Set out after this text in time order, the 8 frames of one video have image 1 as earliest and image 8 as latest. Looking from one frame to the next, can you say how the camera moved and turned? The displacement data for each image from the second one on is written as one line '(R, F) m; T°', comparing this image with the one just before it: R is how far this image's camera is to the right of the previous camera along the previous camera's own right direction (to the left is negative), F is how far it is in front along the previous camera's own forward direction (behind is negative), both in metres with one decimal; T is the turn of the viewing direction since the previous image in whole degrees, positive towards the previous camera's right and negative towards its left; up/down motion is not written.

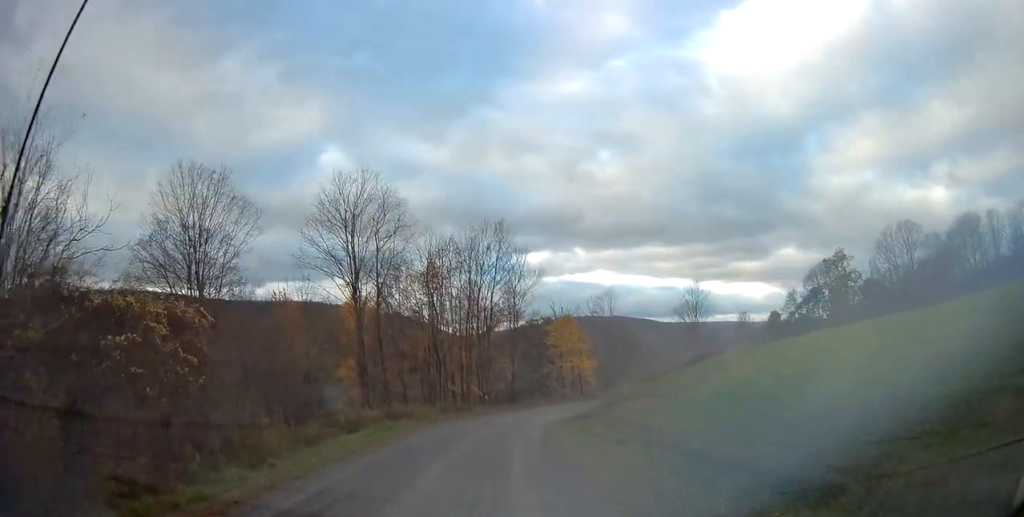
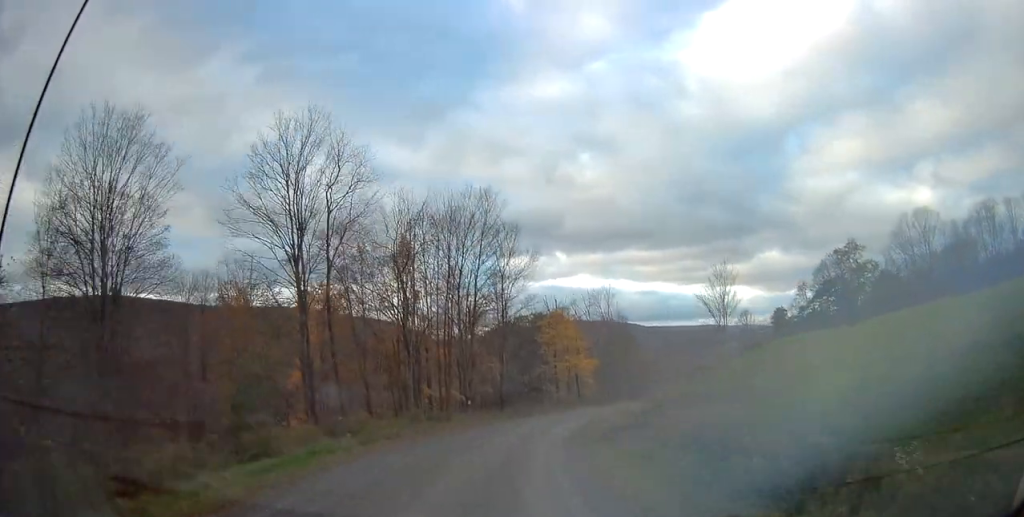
(+0.7, +11.4) m; -4°
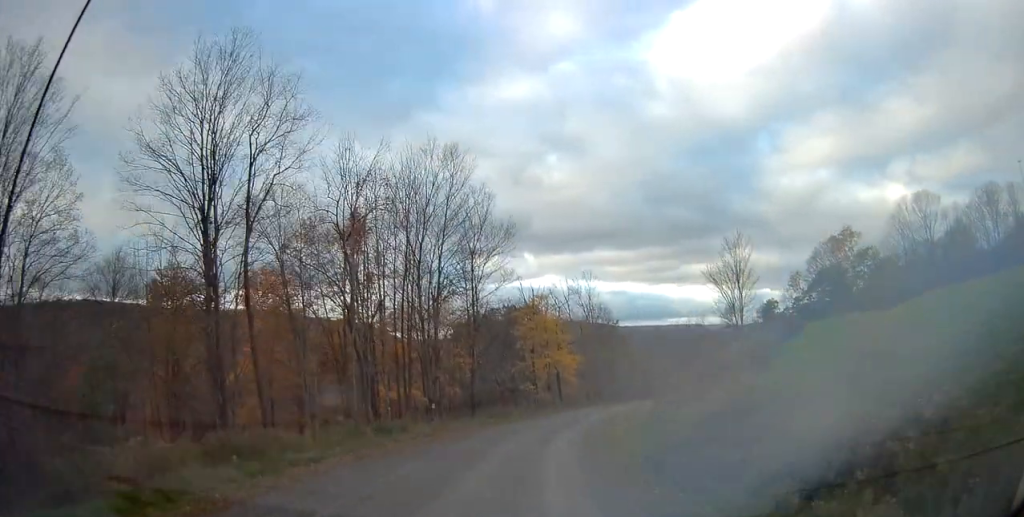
(-1.3, +9.0) m; 0°
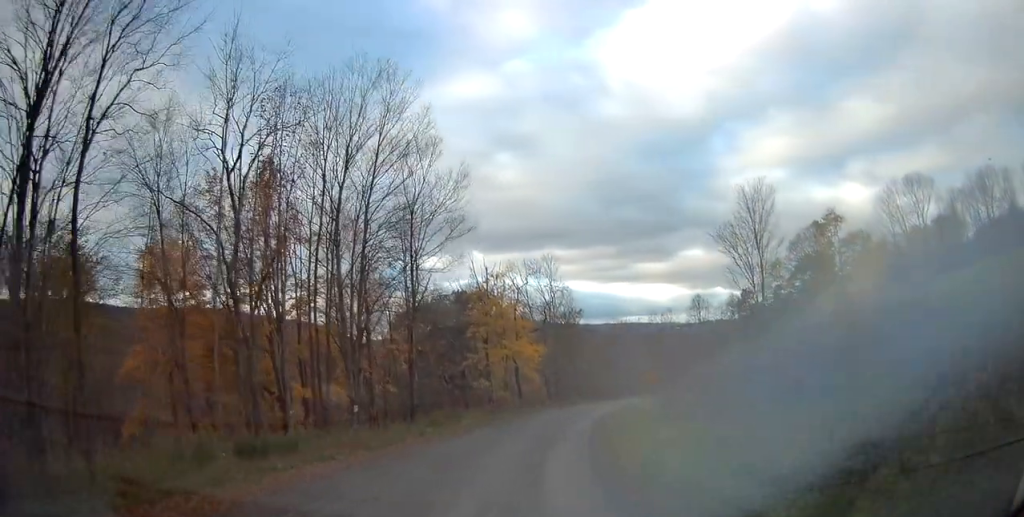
(+1.1, +10.6) m; +9°
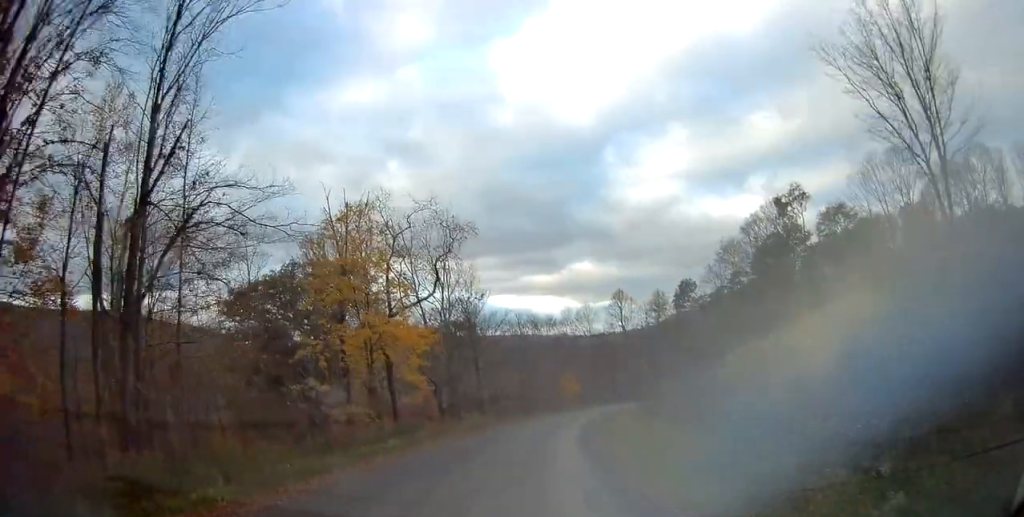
(+4.8, +21.9) m; +18°
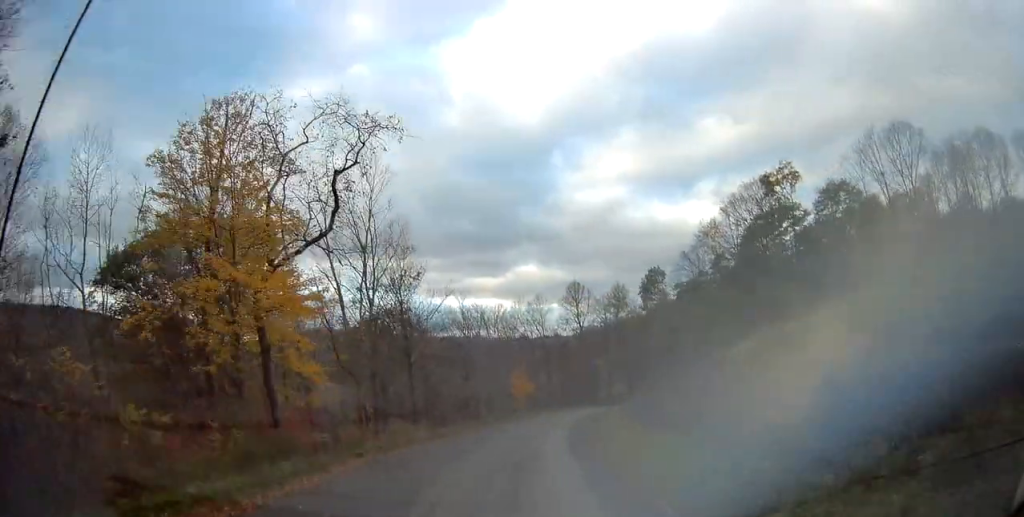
(-0.8, +13.3) m; +1°
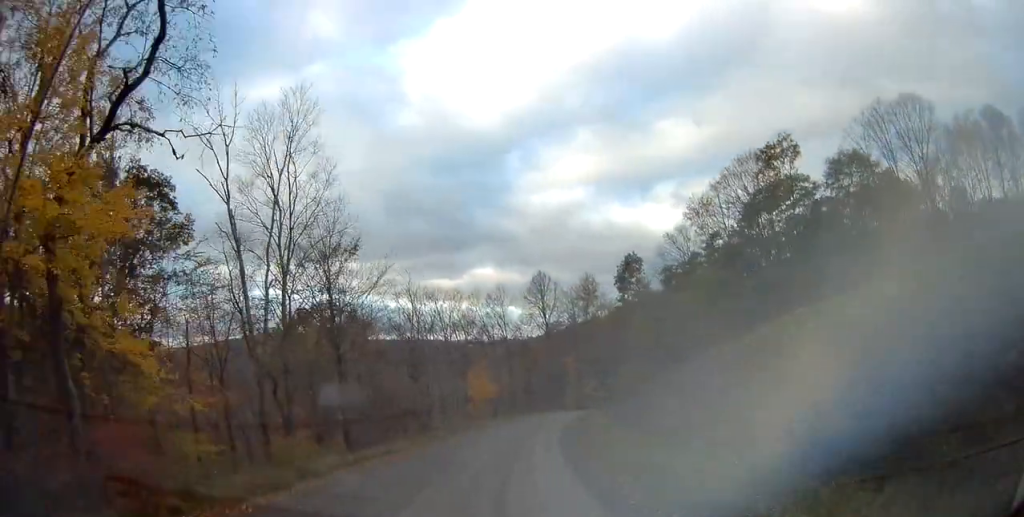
(+1.0, +11.6) m; +6°
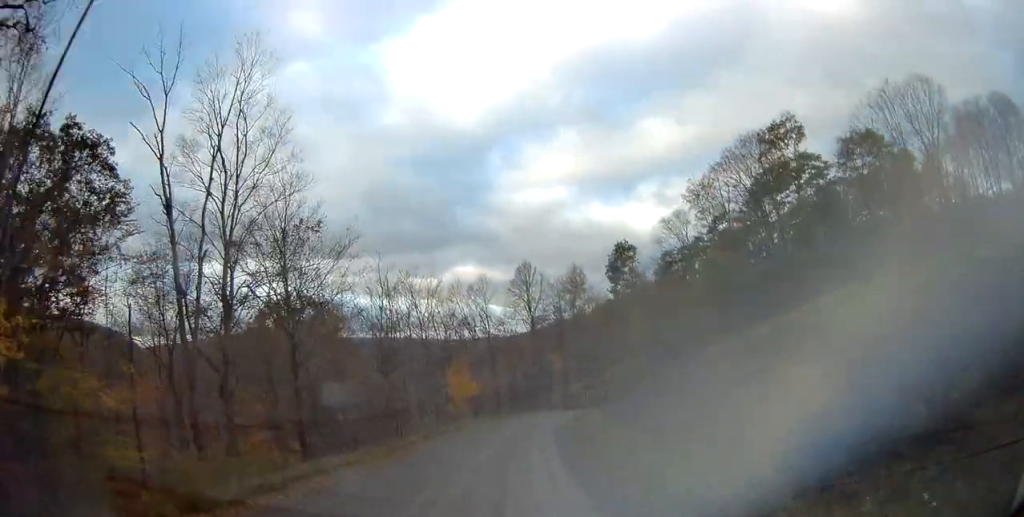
(+0.3, +5.9) m; -4°
